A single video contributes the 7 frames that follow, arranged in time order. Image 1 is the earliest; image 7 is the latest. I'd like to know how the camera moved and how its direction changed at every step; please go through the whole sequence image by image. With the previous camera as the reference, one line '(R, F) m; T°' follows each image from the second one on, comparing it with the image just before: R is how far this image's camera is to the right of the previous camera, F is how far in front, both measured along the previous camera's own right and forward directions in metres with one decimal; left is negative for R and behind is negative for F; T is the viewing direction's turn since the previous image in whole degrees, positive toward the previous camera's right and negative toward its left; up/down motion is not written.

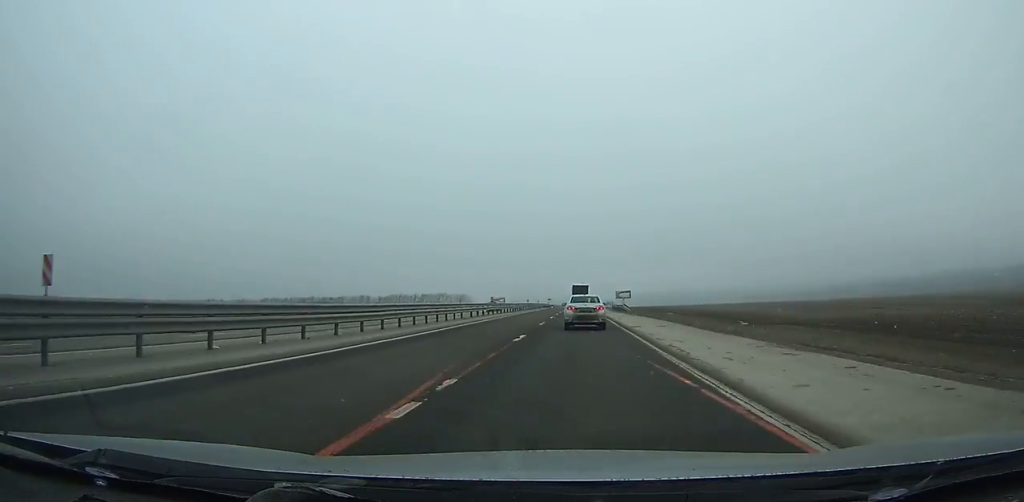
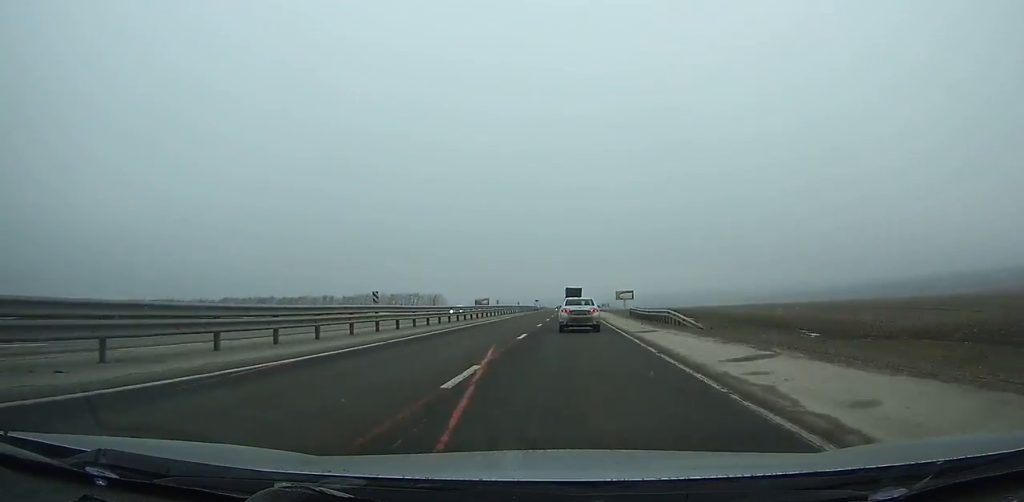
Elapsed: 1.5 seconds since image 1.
(+0.1, +33.3) m; 0°
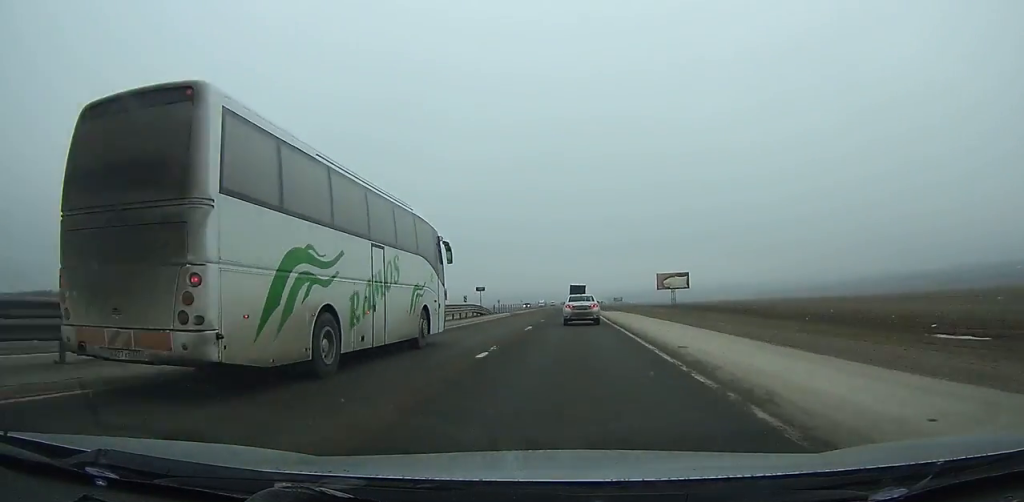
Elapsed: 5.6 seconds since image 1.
(-0.1, +91.7) m; 0°
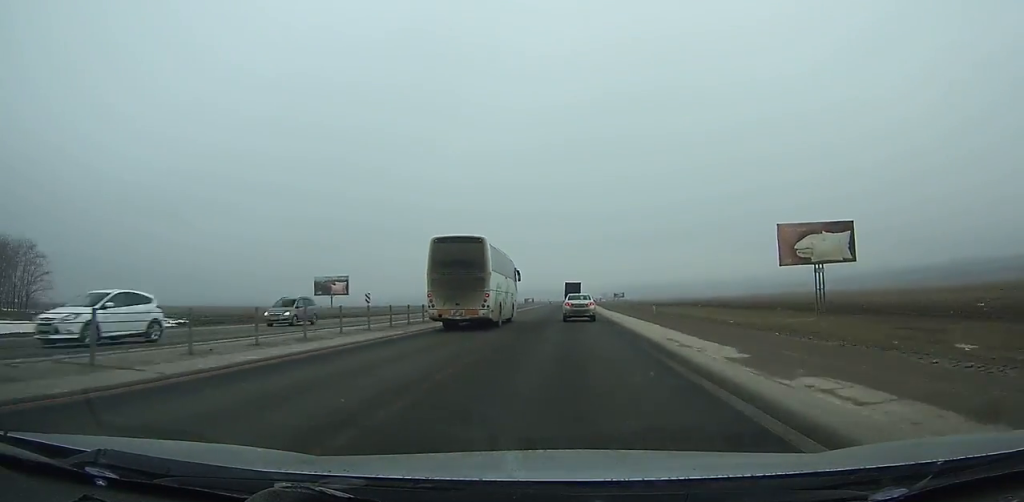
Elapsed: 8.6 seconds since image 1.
(-0.1, +68.6) m; 0°
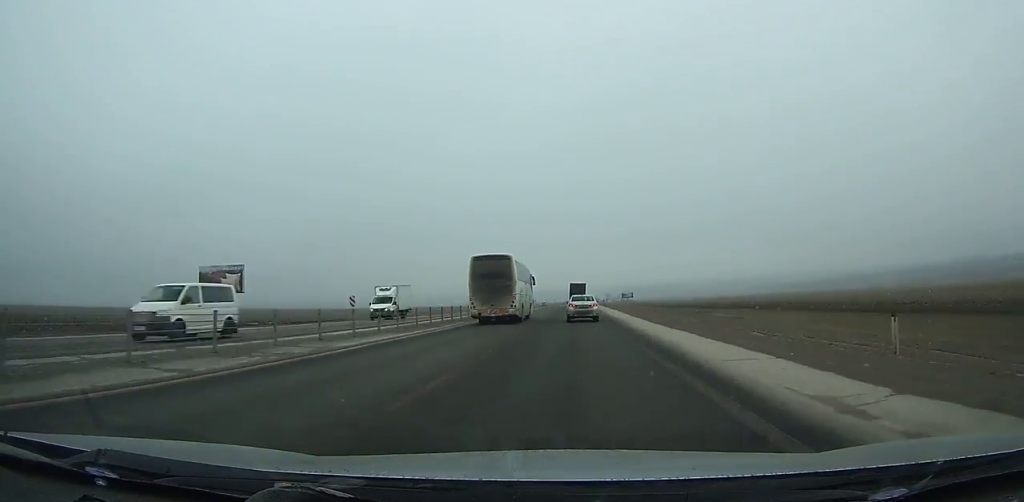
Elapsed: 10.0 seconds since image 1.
(0.0, +32.6) m; 0°
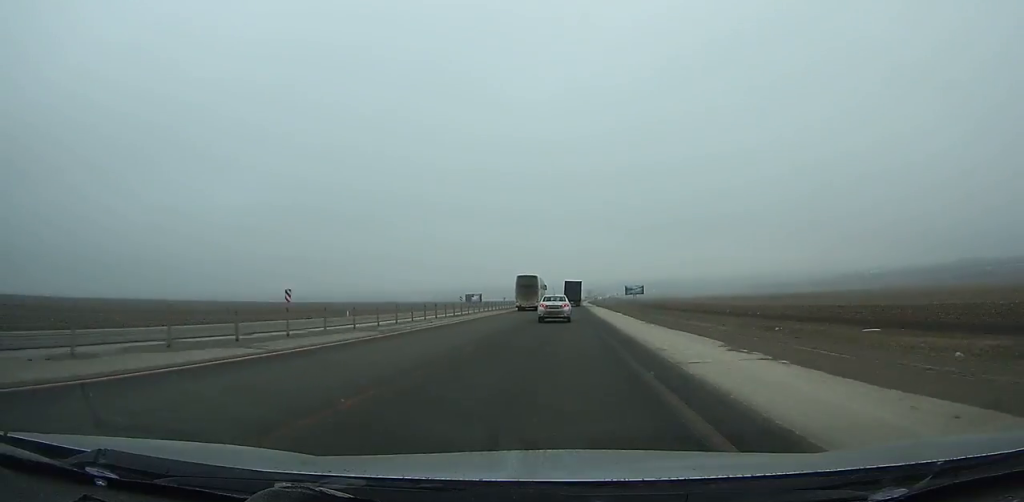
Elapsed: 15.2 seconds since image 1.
(+2.2, +124.7) m; +2°
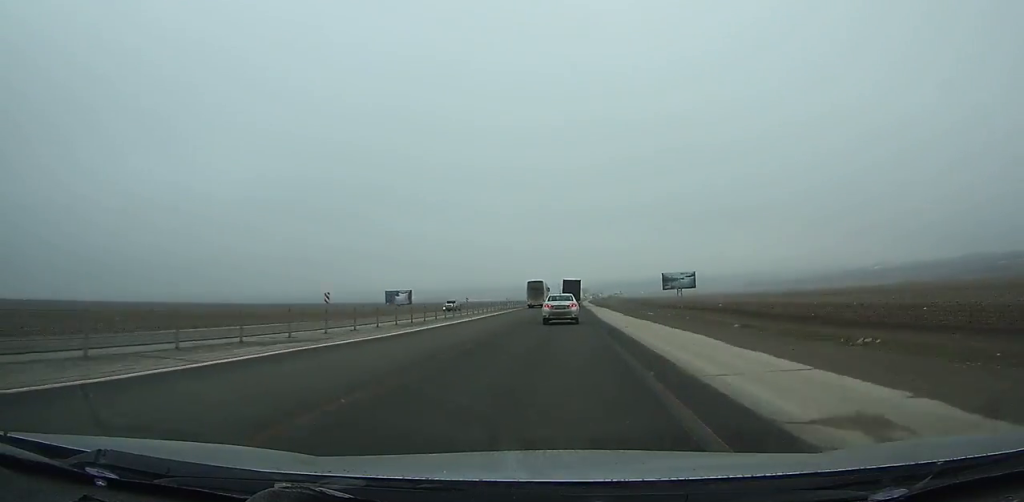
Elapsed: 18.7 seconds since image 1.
(+0.4, +85.7) m; +1°
